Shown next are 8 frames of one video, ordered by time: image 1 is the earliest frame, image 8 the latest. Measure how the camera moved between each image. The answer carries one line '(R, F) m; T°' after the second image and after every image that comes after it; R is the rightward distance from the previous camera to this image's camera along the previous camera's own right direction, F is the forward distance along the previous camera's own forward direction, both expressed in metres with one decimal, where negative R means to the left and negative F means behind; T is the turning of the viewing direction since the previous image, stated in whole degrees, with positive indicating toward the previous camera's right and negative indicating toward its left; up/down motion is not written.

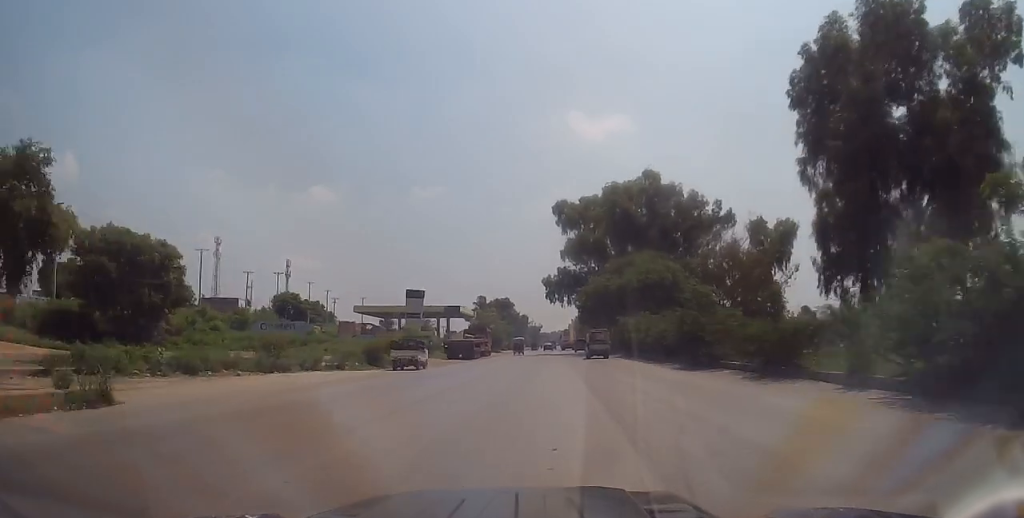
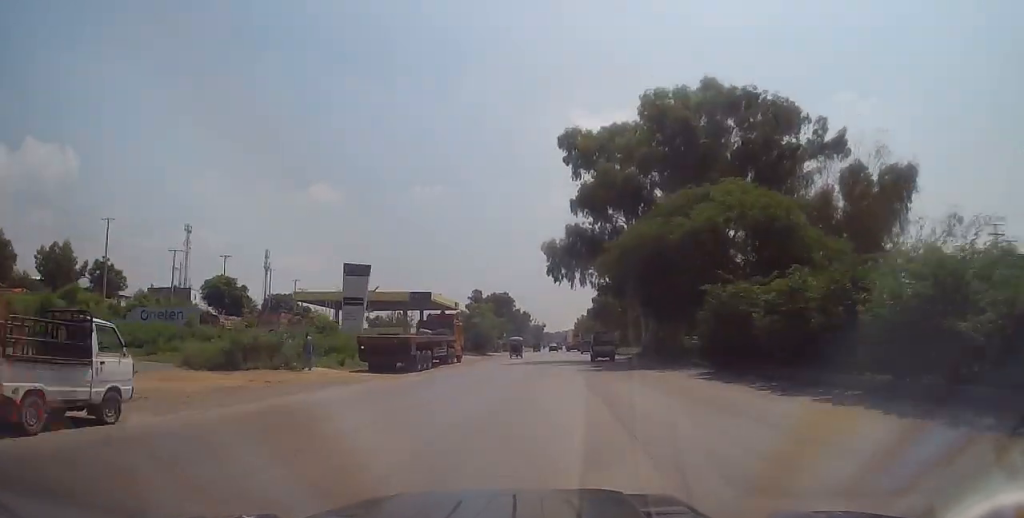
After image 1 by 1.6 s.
(-0.1, +25.7) m; +3°
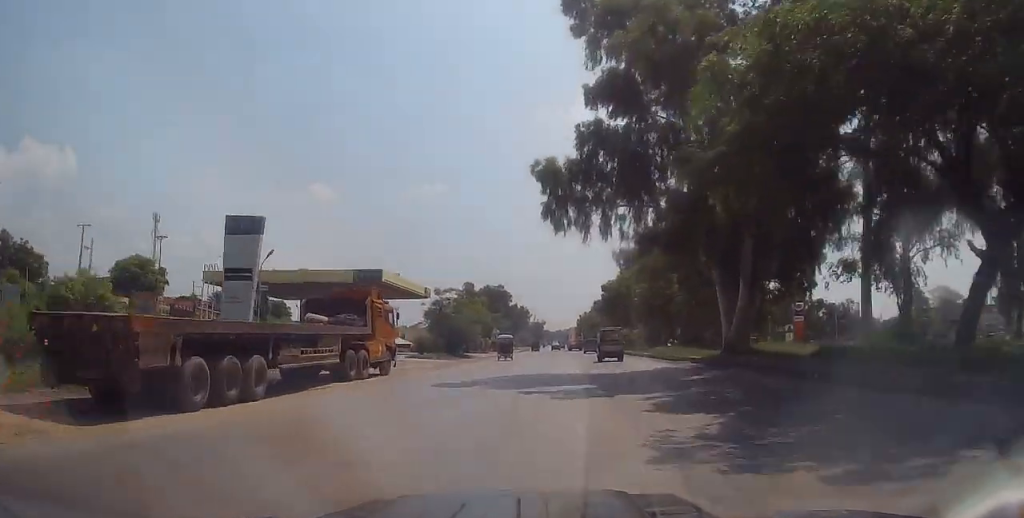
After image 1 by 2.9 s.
(+0.5, +20.8) m; -1°
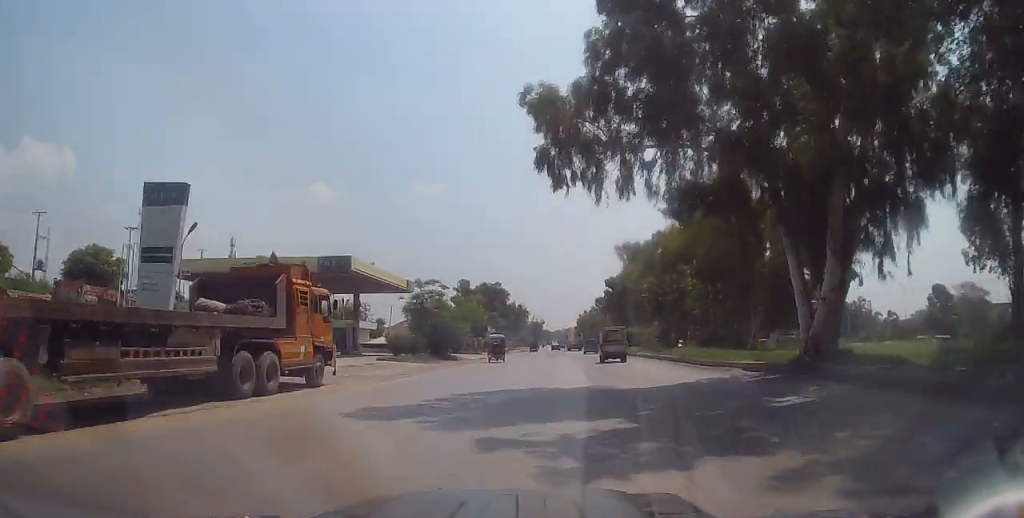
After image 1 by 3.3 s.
(-0.5, +7.8) m; 0°
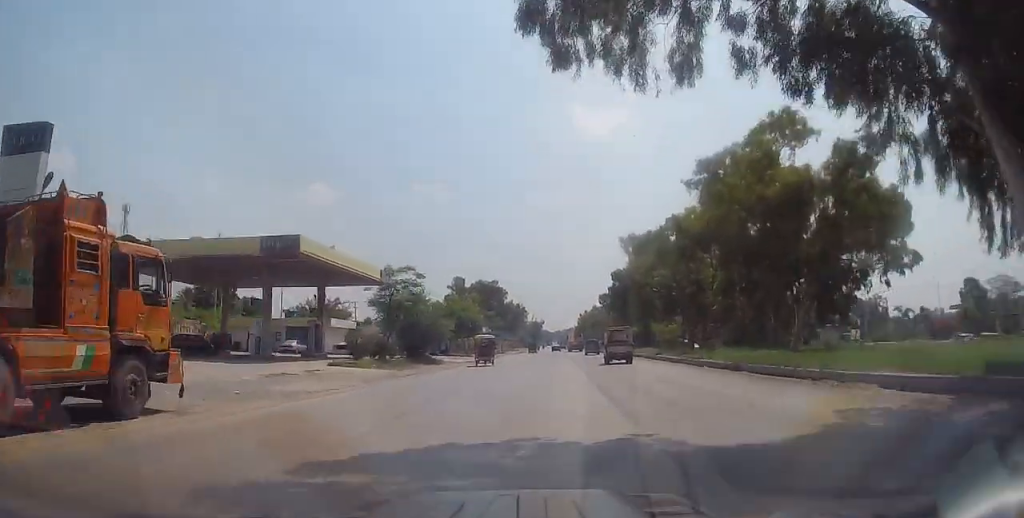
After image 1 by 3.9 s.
(-0.3, +8.9) m; 0°
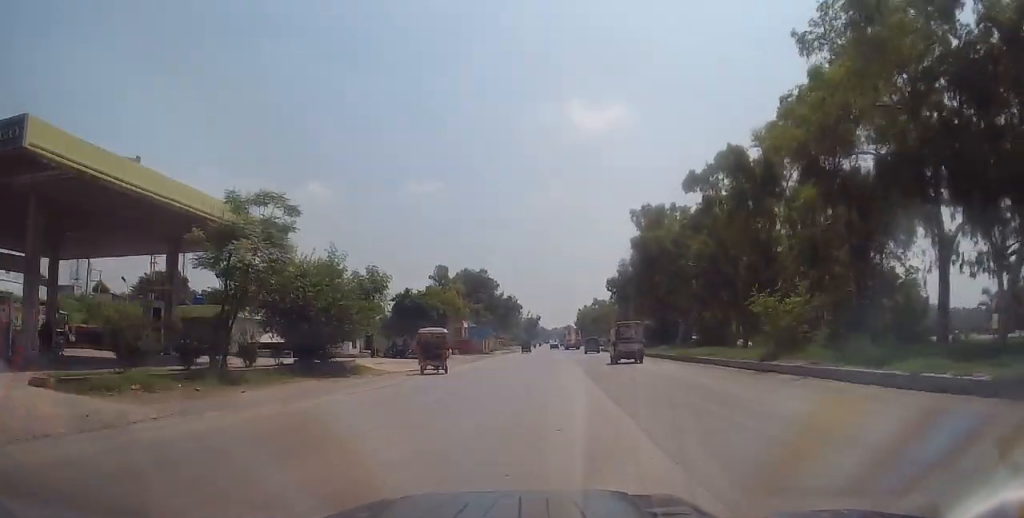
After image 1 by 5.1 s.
(+0.8, +20.6) m; +1°
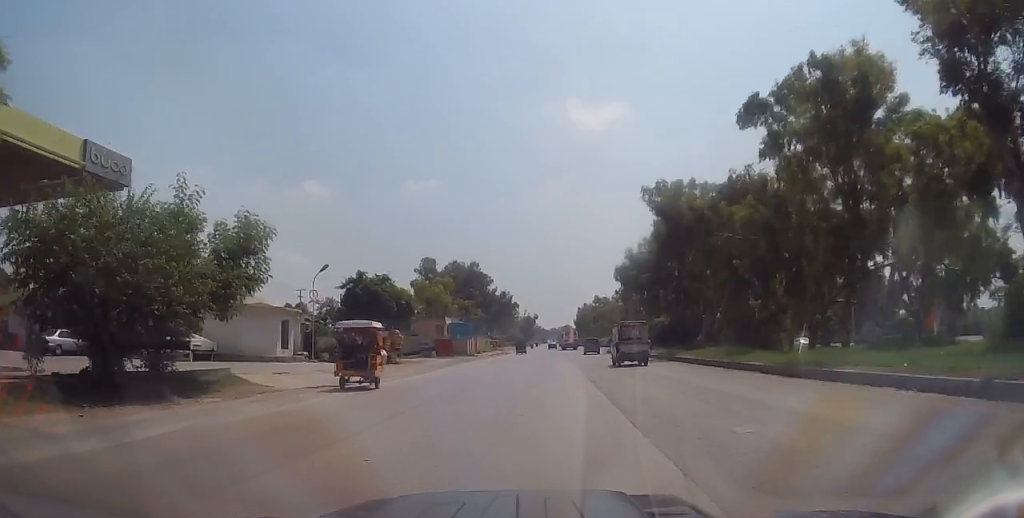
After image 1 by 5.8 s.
(-0.3, +13.2) m; -1°
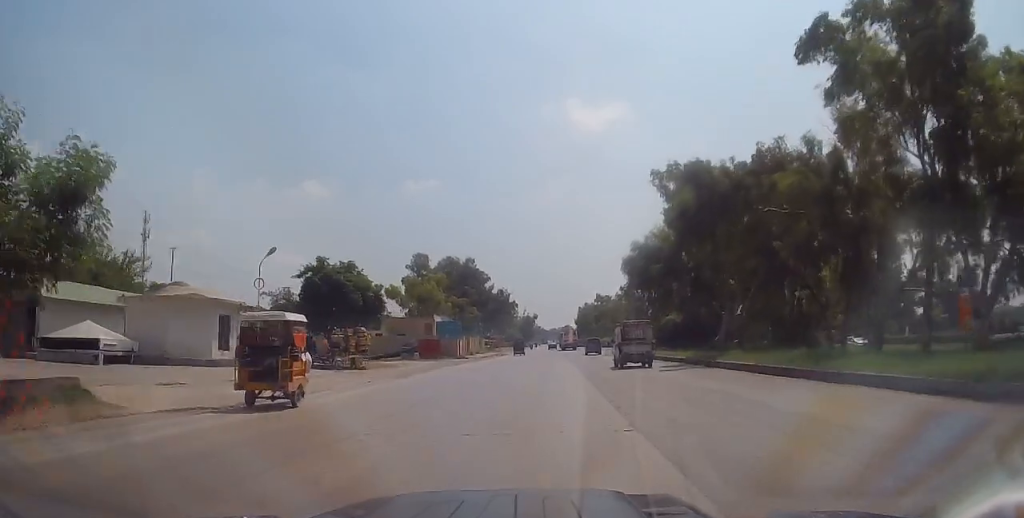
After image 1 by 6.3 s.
(0.0, +7.5) m; 0°
